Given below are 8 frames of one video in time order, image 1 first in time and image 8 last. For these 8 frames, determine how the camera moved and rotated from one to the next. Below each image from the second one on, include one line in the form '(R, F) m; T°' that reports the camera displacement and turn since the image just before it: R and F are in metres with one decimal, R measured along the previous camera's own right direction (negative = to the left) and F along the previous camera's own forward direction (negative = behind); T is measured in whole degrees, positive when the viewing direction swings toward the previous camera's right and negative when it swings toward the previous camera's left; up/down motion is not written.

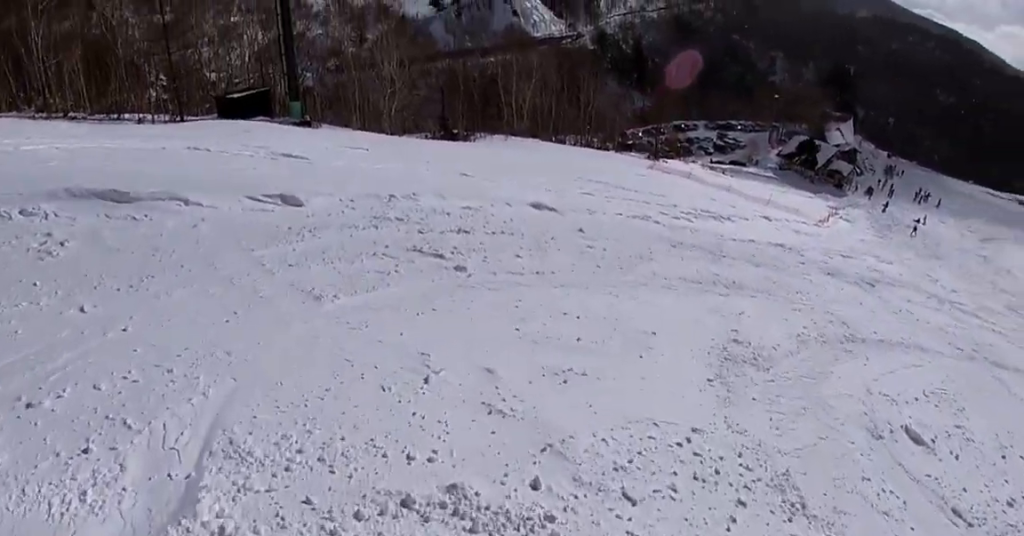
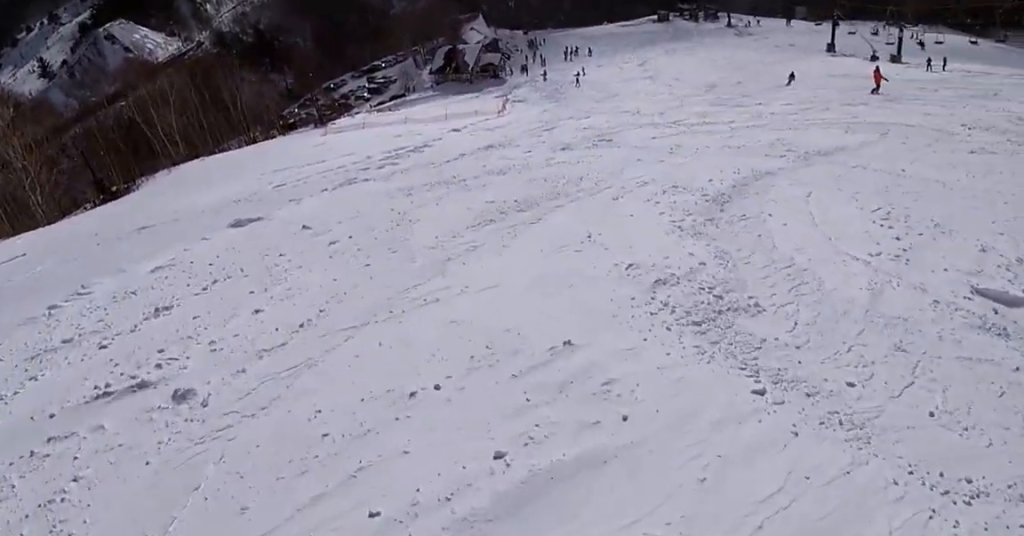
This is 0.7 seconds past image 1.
(+0.4, +2.7) m; +21°
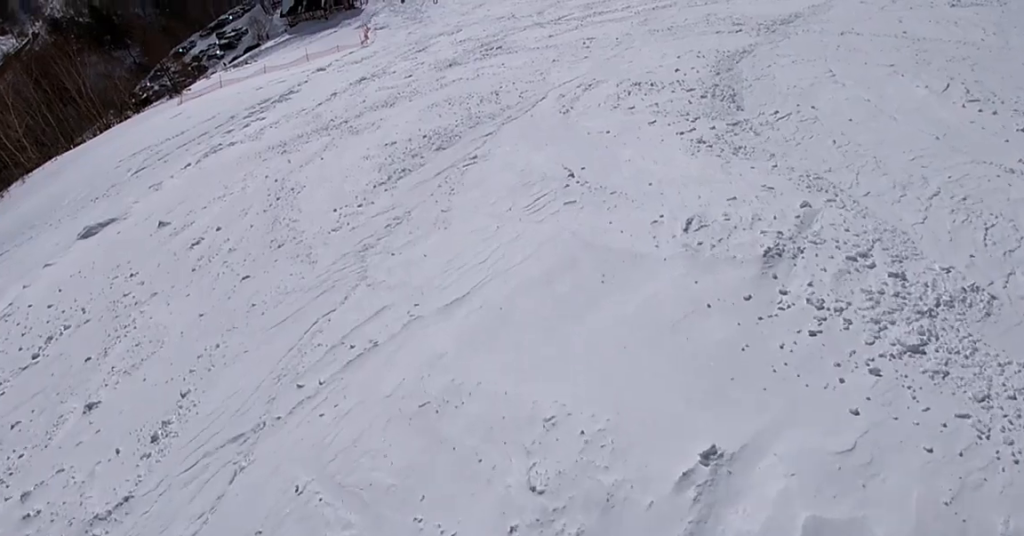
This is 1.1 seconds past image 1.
(+0.2, +1.8) m; +16°
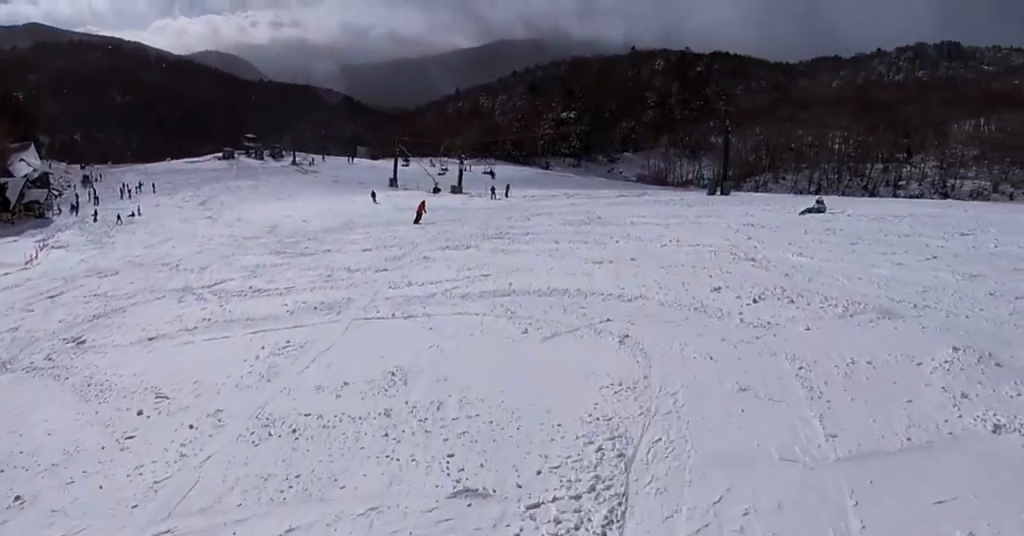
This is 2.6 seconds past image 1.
(+2.4, +5.5) m; +20°
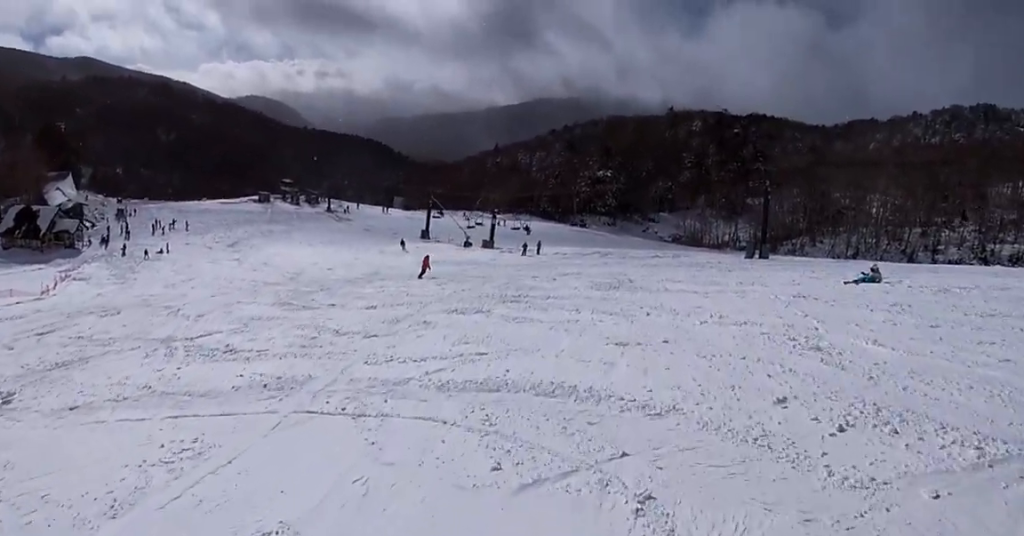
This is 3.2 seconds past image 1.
(0.0, +2.4) m; -14°
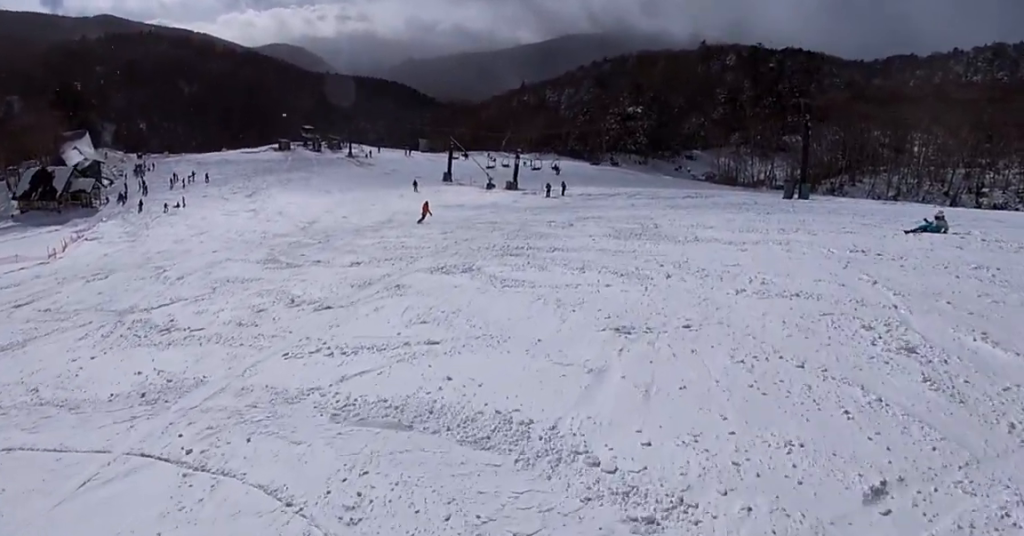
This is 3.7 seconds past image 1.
(-0.4, +2.5) m; -14°
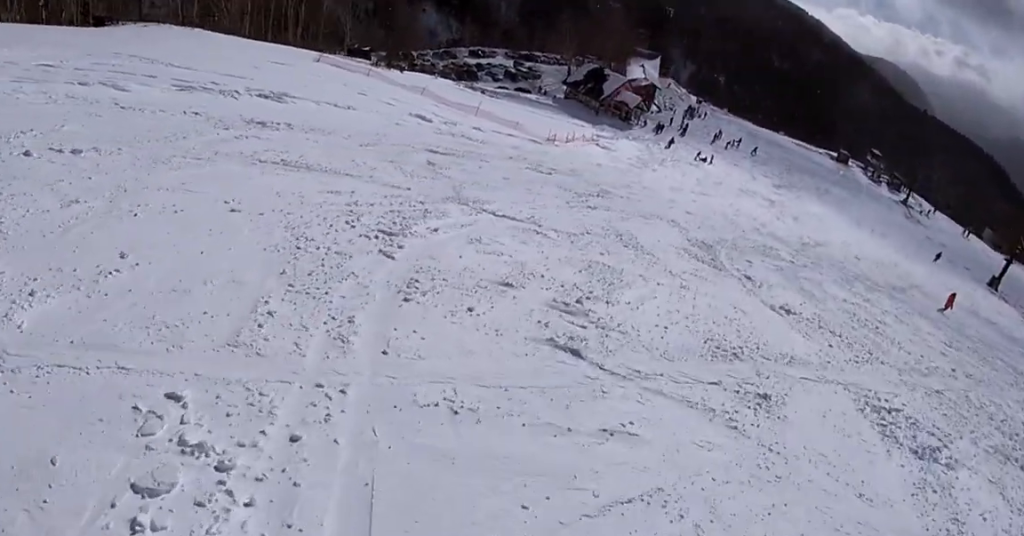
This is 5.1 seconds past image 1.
(-1.6, +6.3) m; -8°
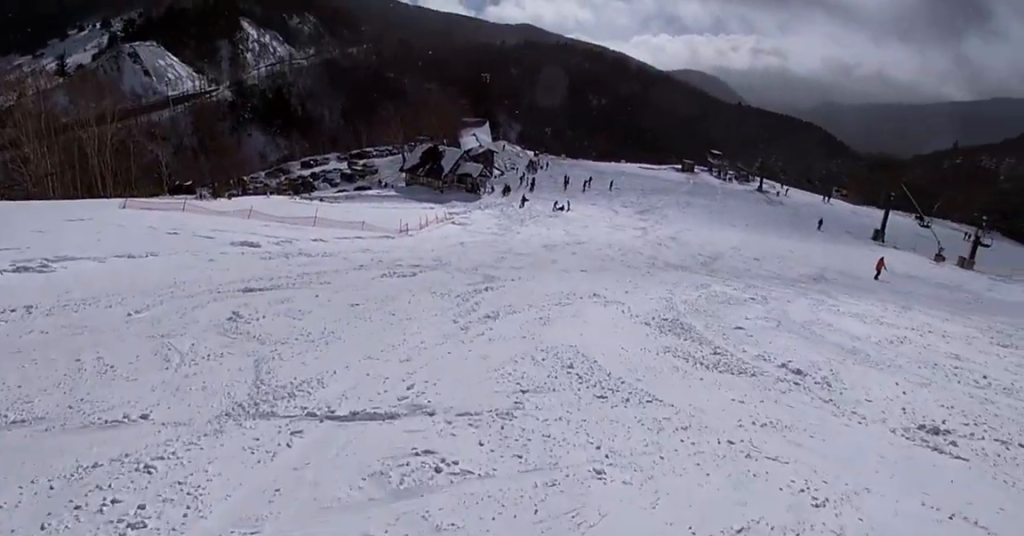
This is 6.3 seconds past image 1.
(+0.8, +6.1) m; +5°
